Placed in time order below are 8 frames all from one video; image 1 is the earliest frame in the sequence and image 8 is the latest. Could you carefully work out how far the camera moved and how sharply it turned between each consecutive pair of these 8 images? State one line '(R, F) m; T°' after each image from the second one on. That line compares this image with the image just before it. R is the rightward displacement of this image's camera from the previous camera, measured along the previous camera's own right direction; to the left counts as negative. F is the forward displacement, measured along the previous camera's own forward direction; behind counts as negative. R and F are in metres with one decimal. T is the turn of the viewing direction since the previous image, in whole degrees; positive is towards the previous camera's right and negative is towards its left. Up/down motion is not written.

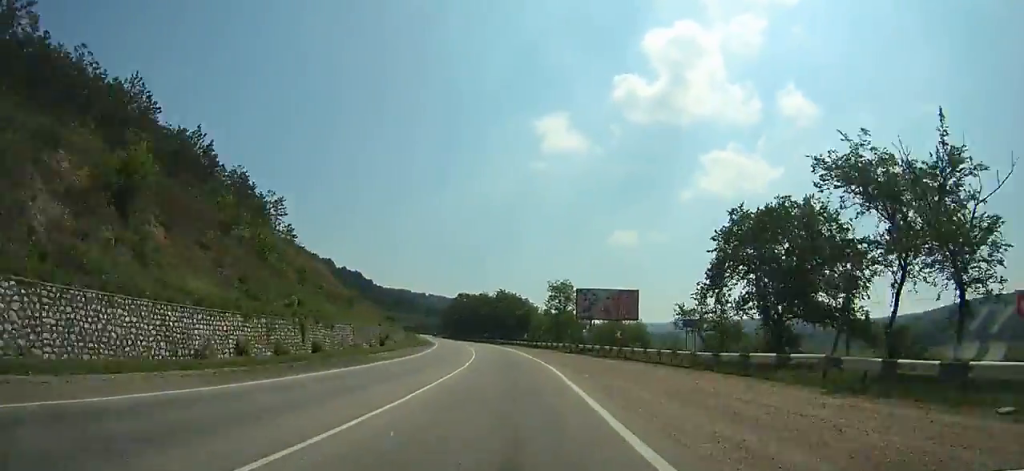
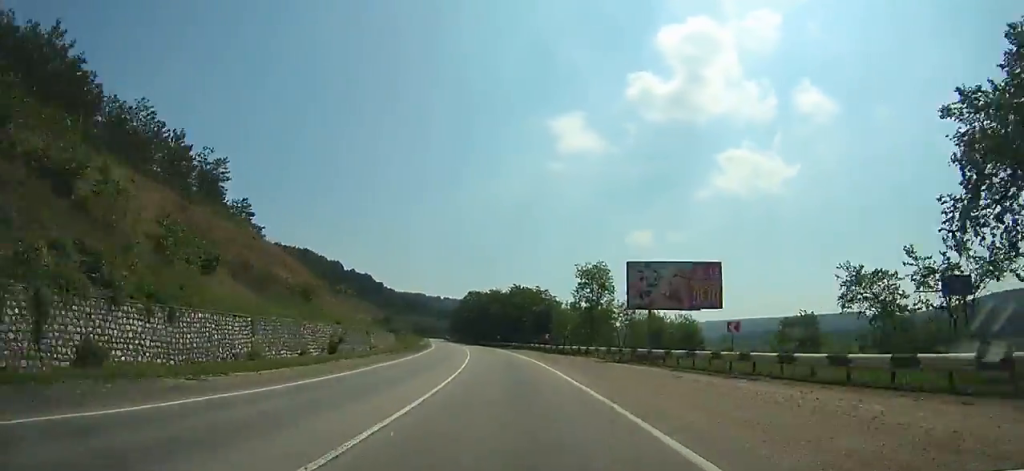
(0.0, +20.5) m; -2°
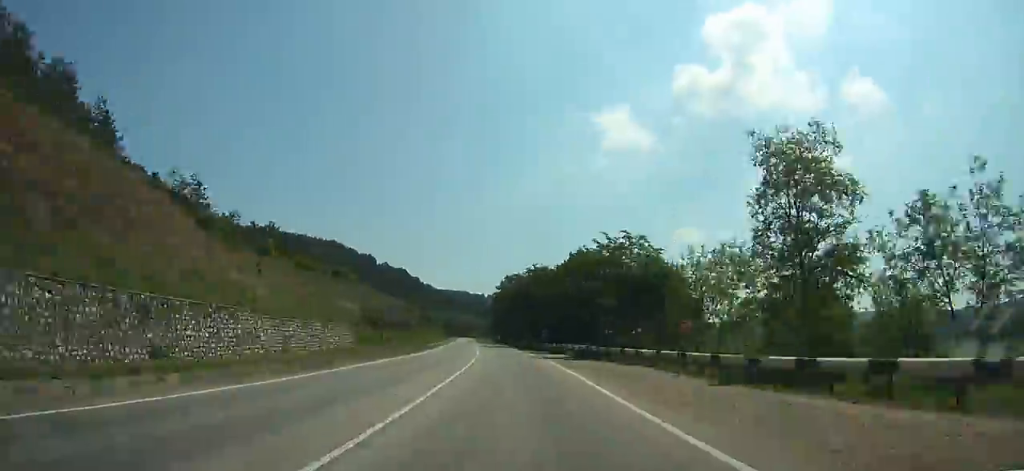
(-1.7, +39.2) m; -4°
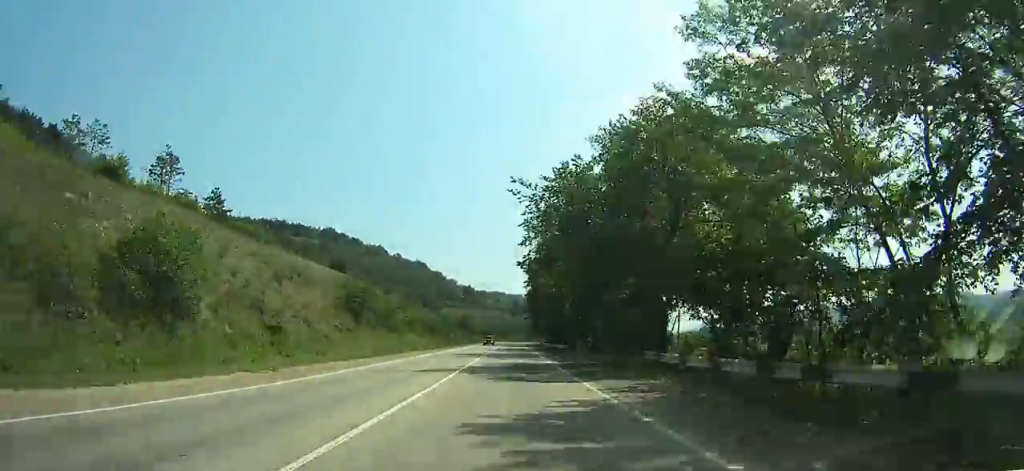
(-4.5, +79.4) m; -5°
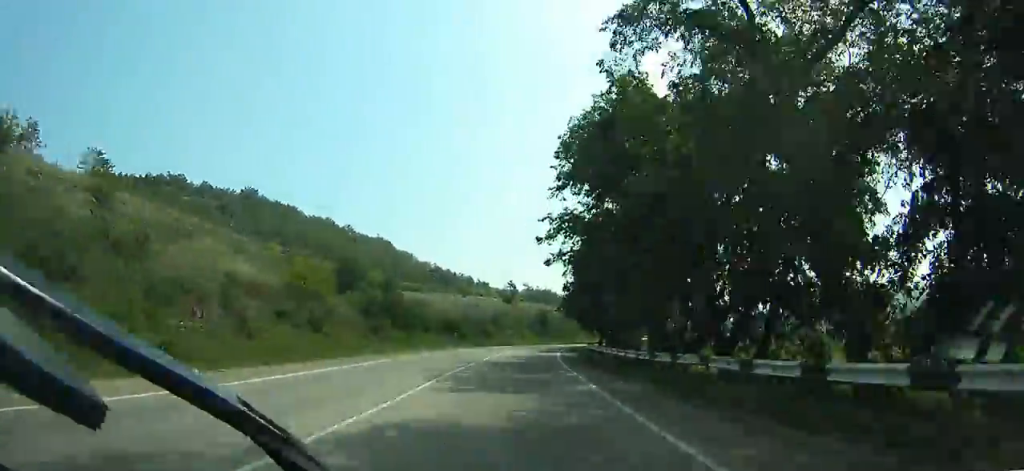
(-1.0, +94.0) m; +1°
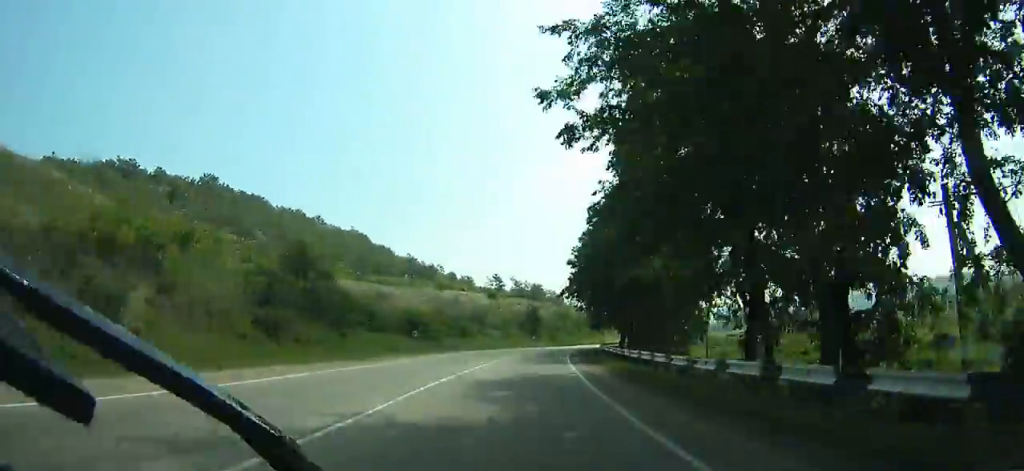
(+0.4, +21.8) m; +2°
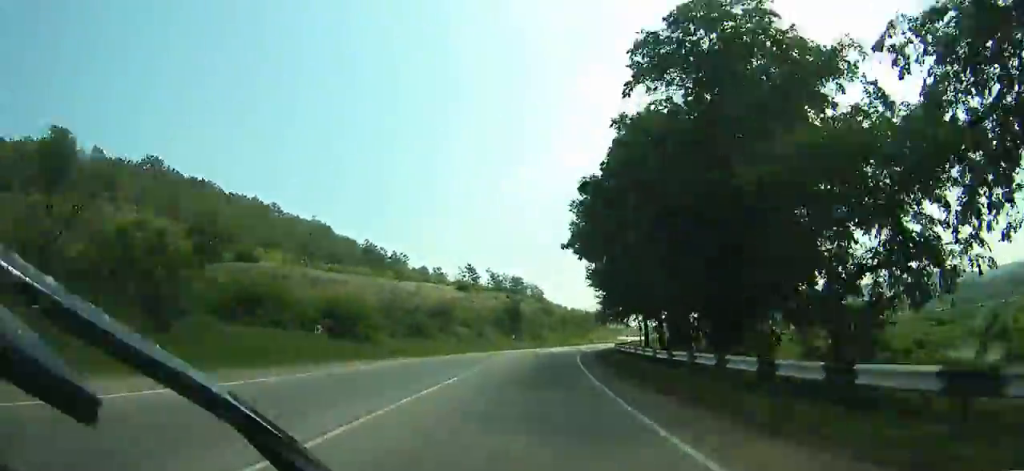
(-0.2, +23.4) m; +2°
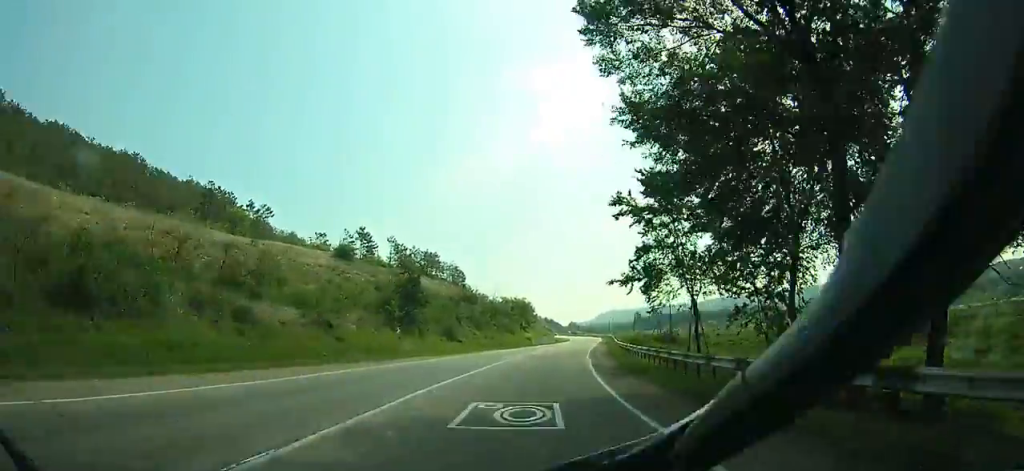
(+1.9, +45.5) m; +6°
